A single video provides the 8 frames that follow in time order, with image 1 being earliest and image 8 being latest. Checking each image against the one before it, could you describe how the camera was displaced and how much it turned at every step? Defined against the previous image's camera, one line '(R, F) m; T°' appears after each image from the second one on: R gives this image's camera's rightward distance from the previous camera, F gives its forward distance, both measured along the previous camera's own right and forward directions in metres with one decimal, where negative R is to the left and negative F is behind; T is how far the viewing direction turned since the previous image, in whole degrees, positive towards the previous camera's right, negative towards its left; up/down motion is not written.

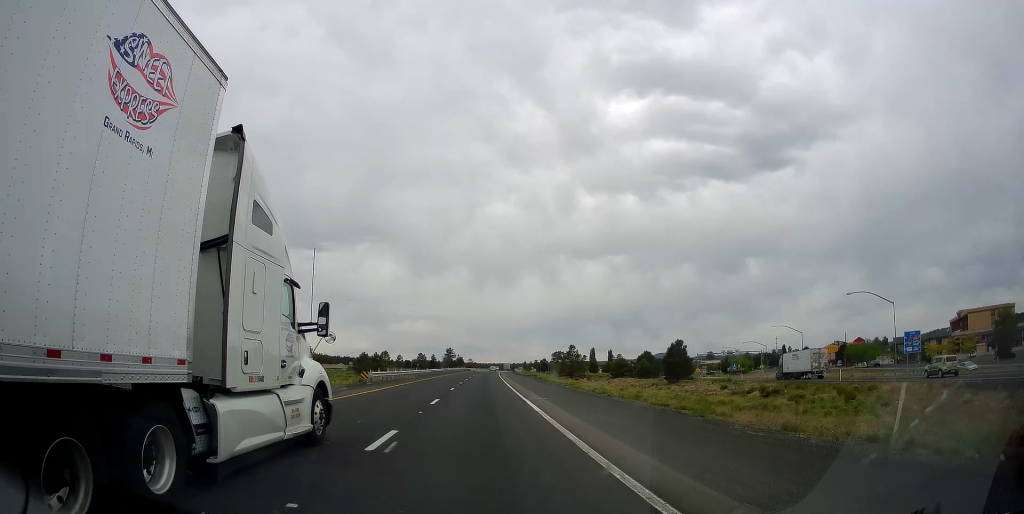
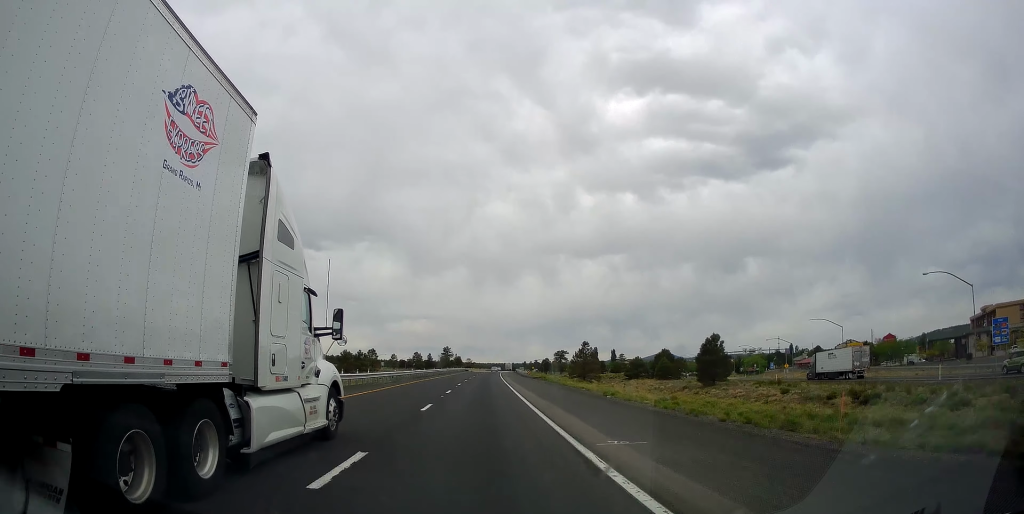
(0.0, +15.1) m; +1°
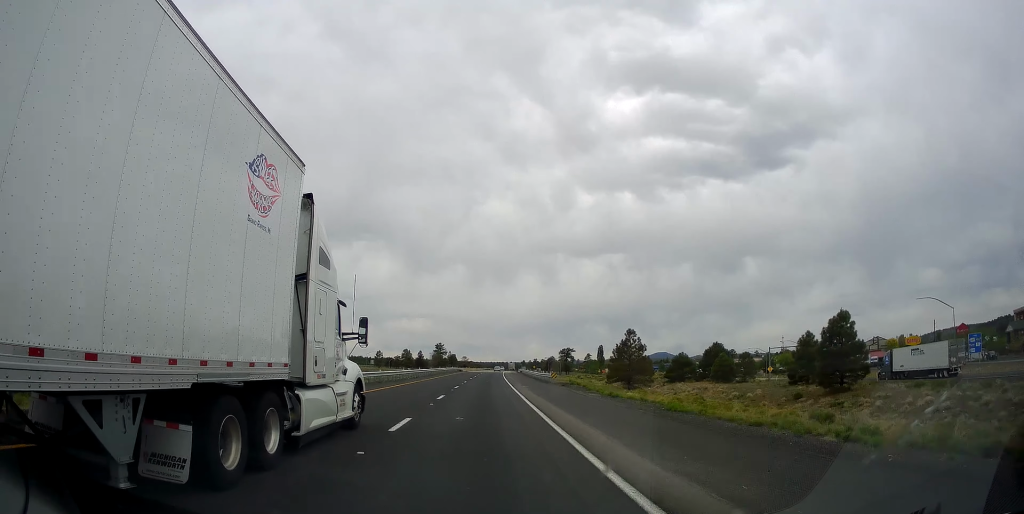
(+0.3, +30.1) m; -1°
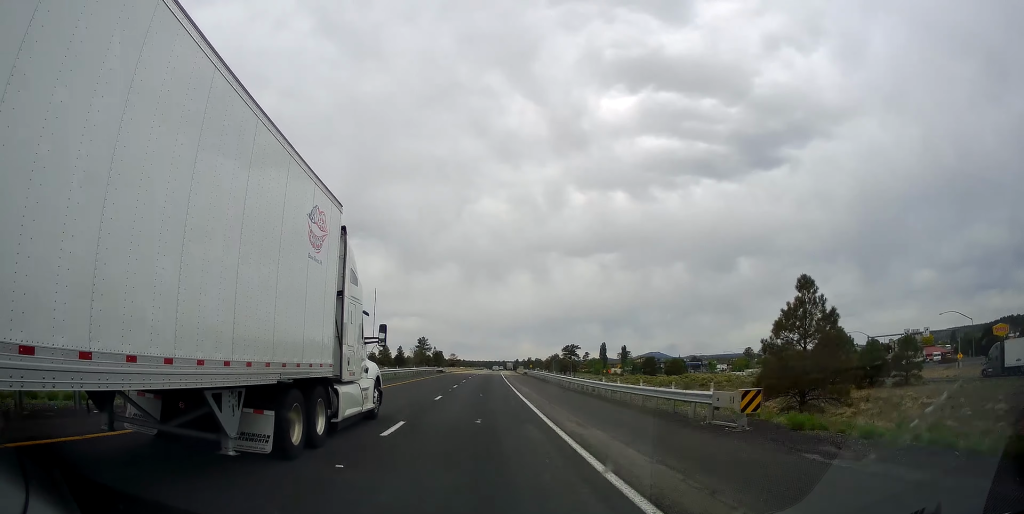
(-0.5, +37.2) m; 0°
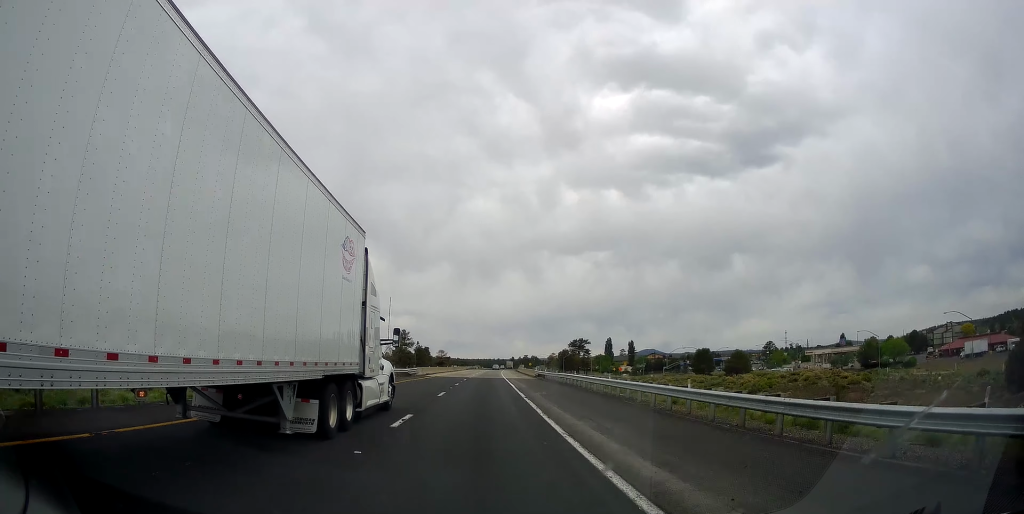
(+0.4, +35.2) m; +1°
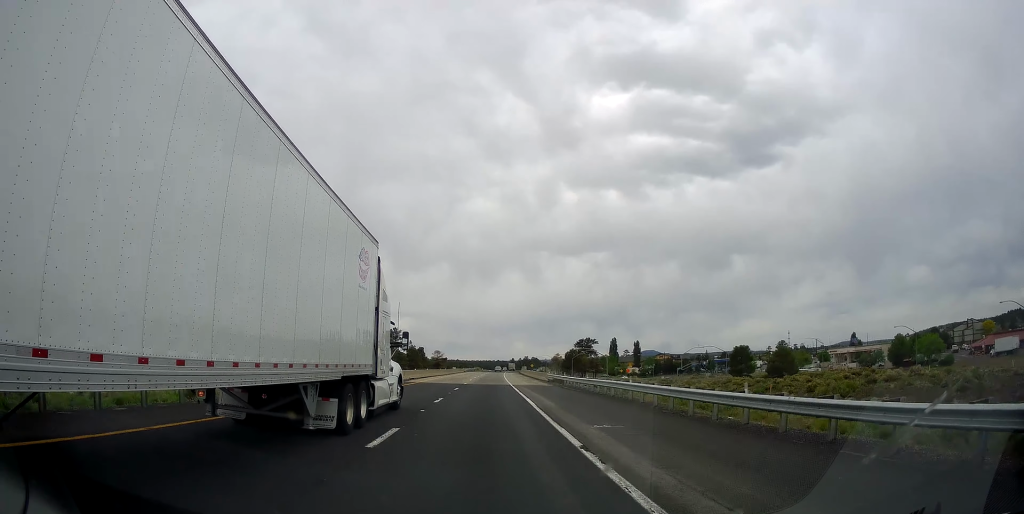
(-0.2, +15.1) m; 0°
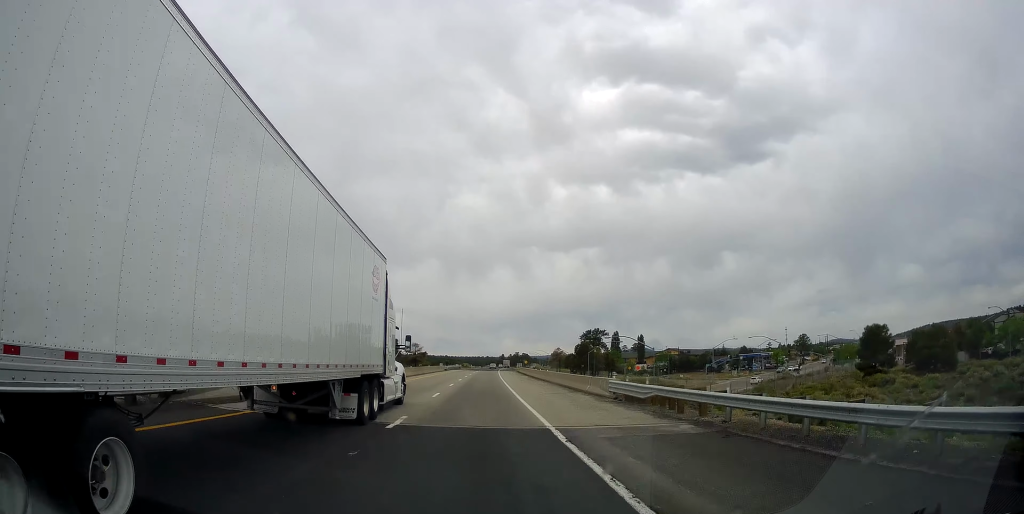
(+0.6, +33.2) m; +1°
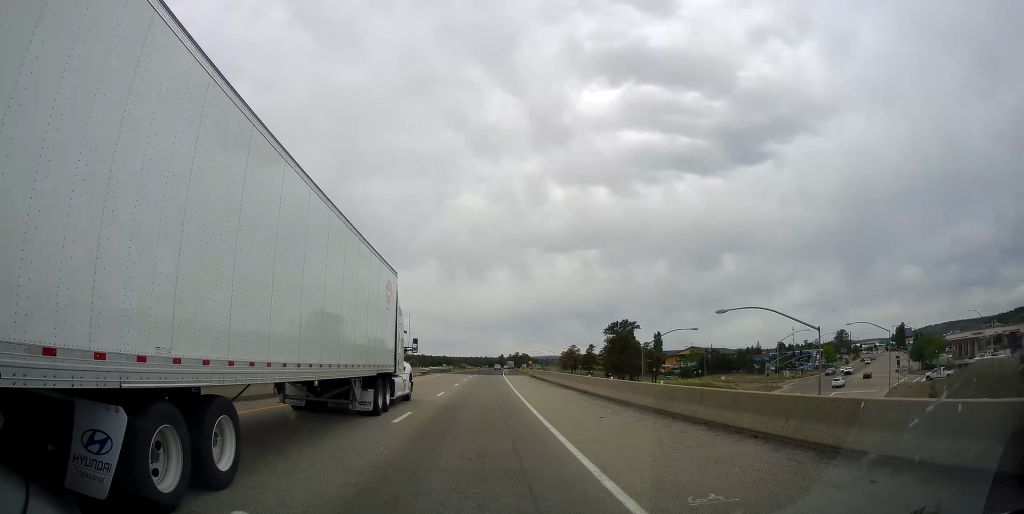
(+0.1, +35.2) m; 0°
